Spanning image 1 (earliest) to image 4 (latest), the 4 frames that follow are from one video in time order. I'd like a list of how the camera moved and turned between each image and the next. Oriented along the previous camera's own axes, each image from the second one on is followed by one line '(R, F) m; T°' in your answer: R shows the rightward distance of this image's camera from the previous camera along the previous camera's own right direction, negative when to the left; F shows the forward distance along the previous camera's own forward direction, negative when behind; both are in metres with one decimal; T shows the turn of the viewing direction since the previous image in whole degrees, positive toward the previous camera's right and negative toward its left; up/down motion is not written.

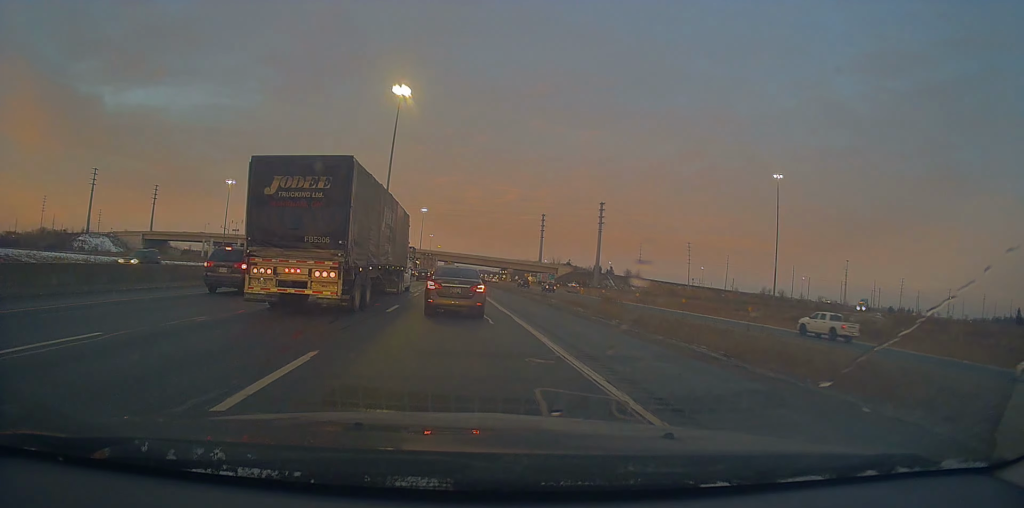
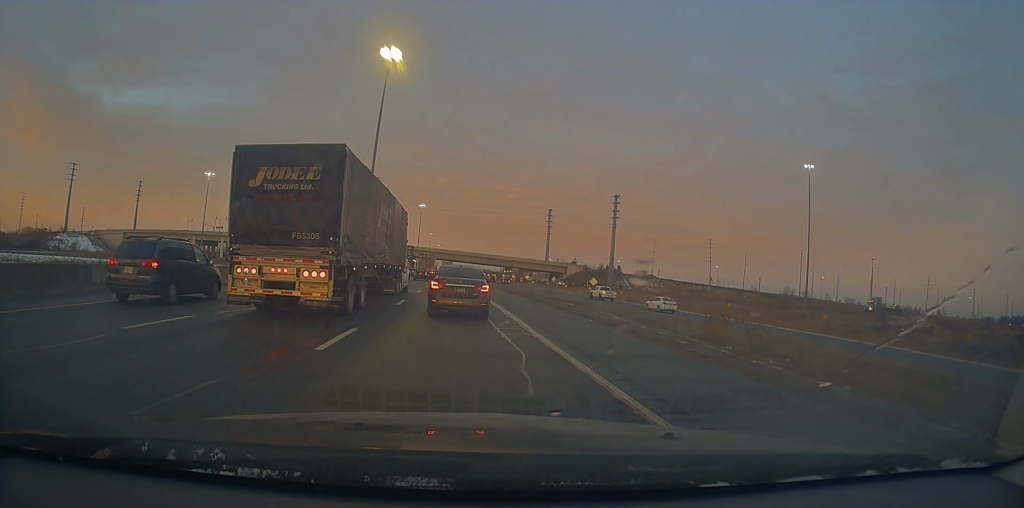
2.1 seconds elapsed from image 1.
(-0.2, +19.7) m; -3°
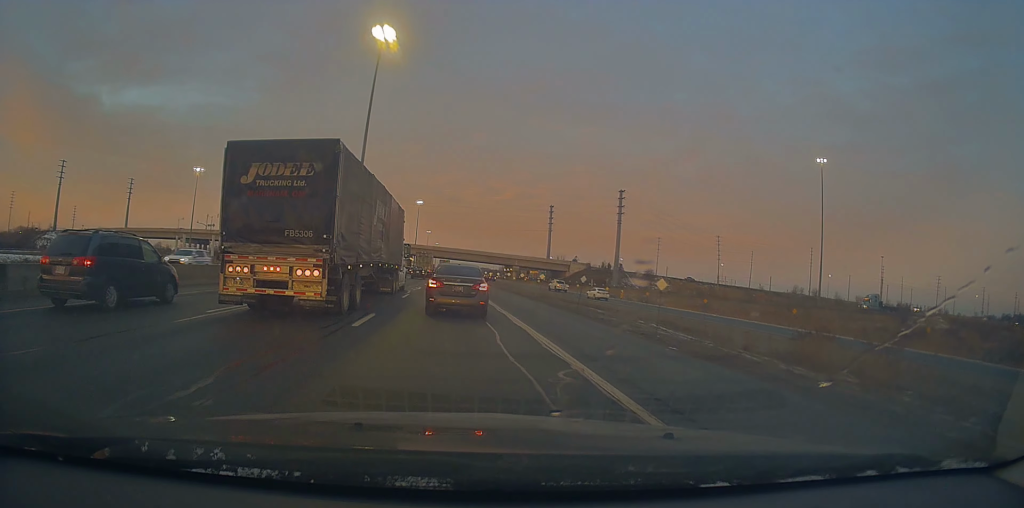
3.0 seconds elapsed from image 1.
(-0.4, +8.3) m; 0°
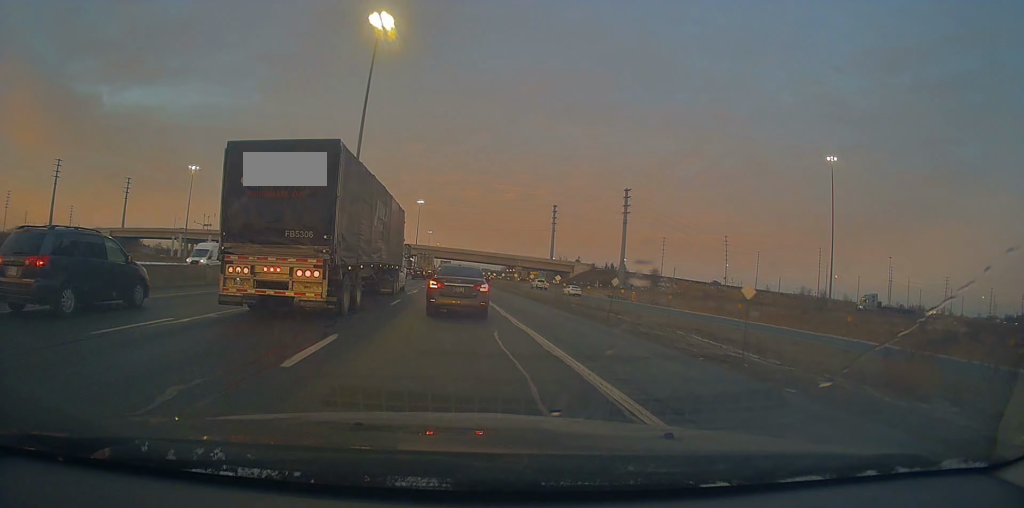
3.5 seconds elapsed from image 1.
(+0.1, +5.0) m; +2°
